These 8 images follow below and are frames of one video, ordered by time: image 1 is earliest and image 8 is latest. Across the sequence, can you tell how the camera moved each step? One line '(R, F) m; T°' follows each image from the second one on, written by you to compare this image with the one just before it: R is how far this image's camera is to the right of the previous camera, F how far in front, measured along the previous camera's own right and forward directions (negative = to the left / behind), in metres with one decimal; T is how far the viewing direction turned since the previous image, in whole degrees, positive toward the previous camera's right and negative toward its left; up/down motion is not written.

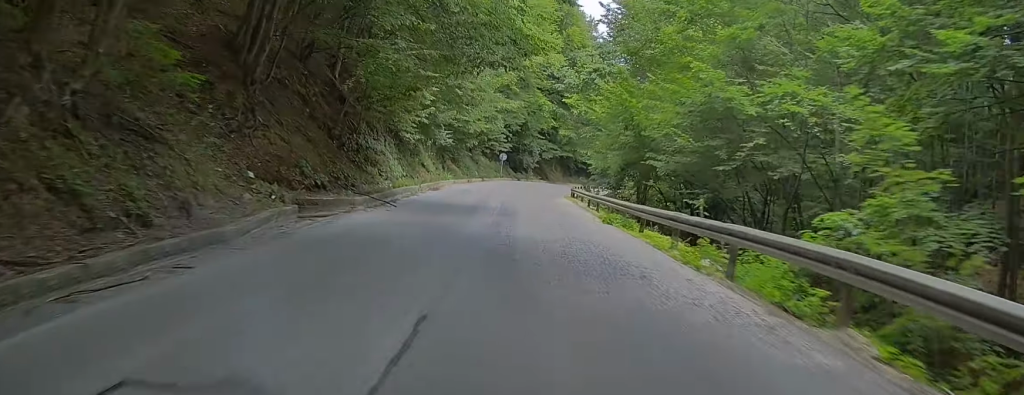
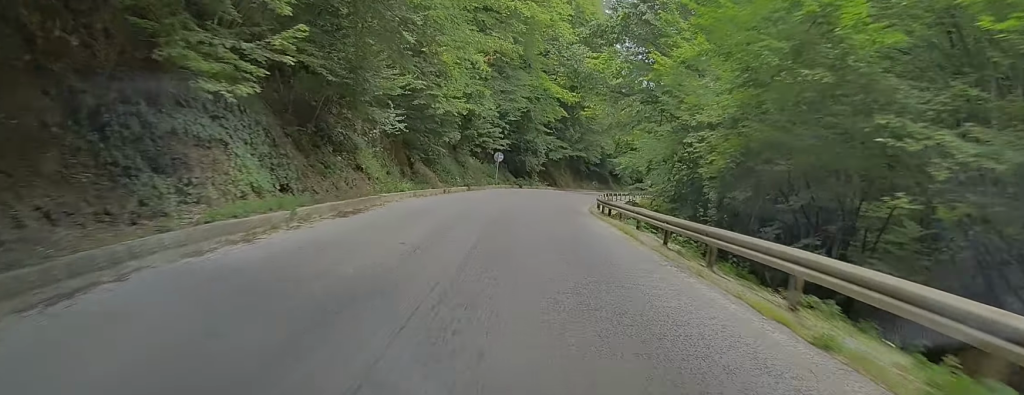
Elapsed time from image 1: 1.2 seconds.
(-0.1, +17.7) m; +1°
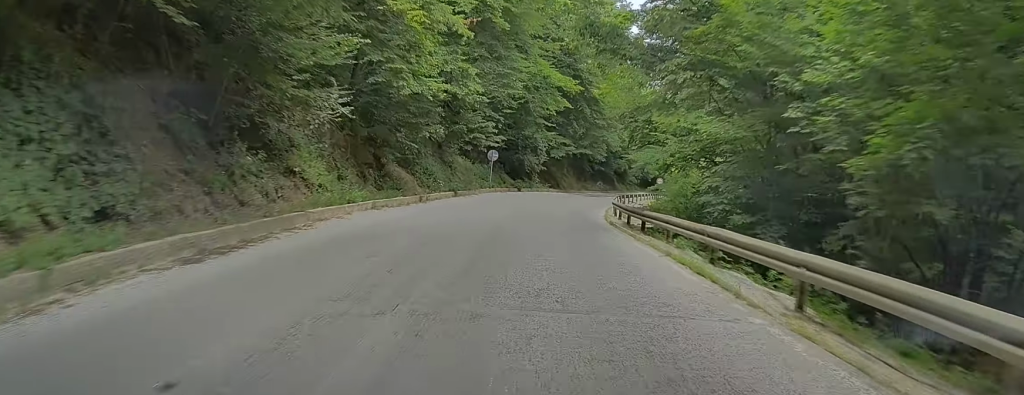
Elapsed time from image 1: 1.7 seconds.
(+0.2, +7.8) m; +1°
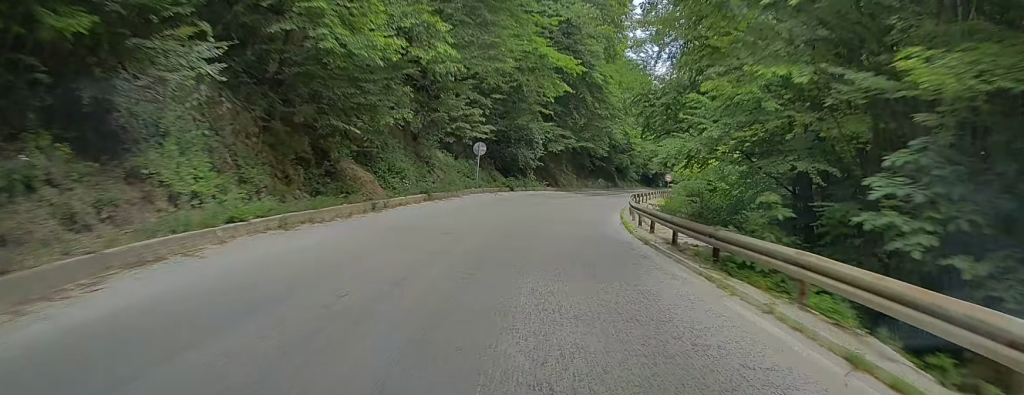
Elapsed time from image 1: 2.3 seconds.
(+0.1, +7.8) m; +1°
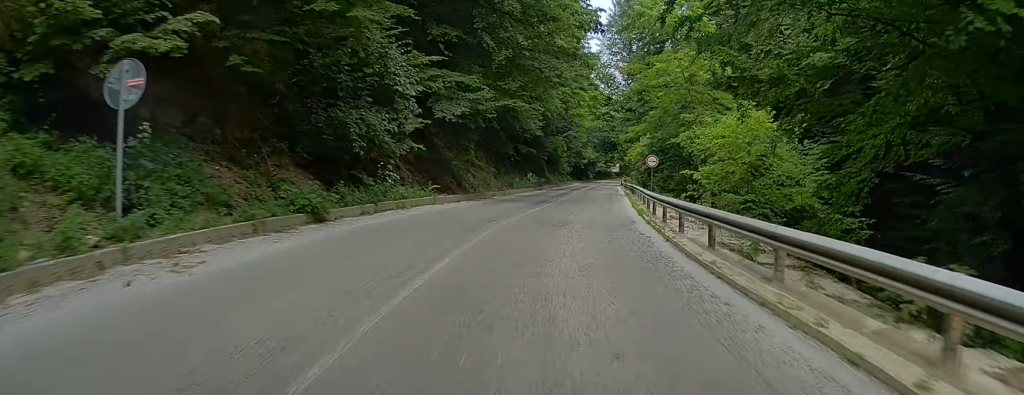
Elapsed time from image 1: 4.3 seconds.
(+1.1, +30.1) m; +6°
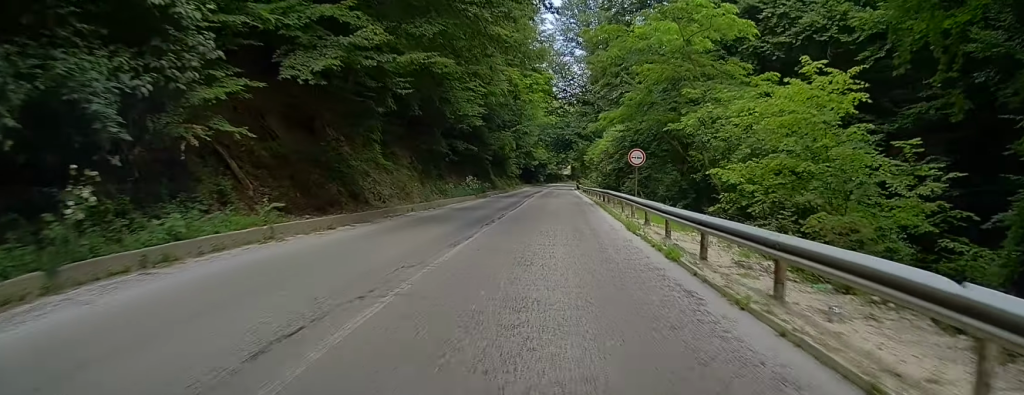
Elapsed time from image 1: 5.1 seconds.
(+0.4, +12.4) m; +5°
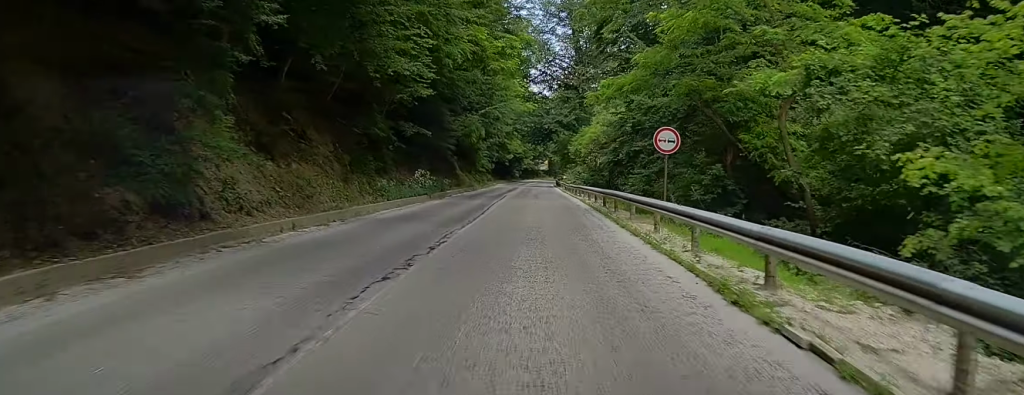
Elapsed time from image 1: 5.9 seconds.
(+0.6, +11.4) m; +1°
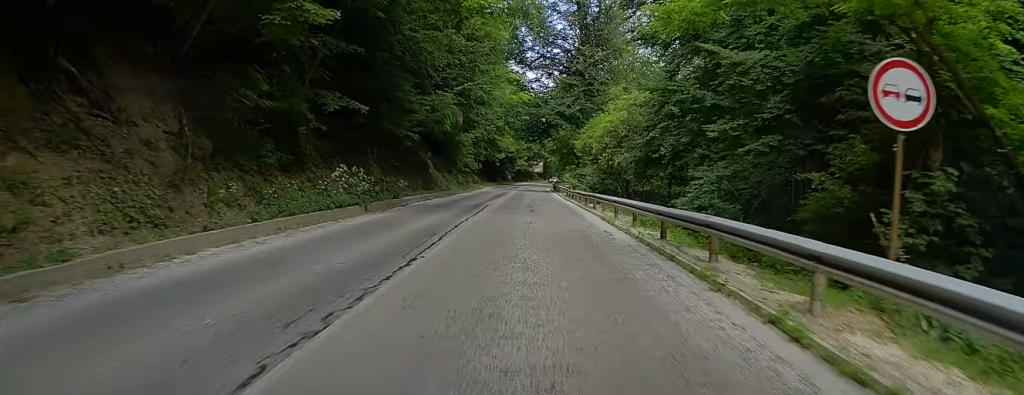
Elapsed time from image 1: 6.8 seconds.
(-0.2, +12.9) m; 0°
